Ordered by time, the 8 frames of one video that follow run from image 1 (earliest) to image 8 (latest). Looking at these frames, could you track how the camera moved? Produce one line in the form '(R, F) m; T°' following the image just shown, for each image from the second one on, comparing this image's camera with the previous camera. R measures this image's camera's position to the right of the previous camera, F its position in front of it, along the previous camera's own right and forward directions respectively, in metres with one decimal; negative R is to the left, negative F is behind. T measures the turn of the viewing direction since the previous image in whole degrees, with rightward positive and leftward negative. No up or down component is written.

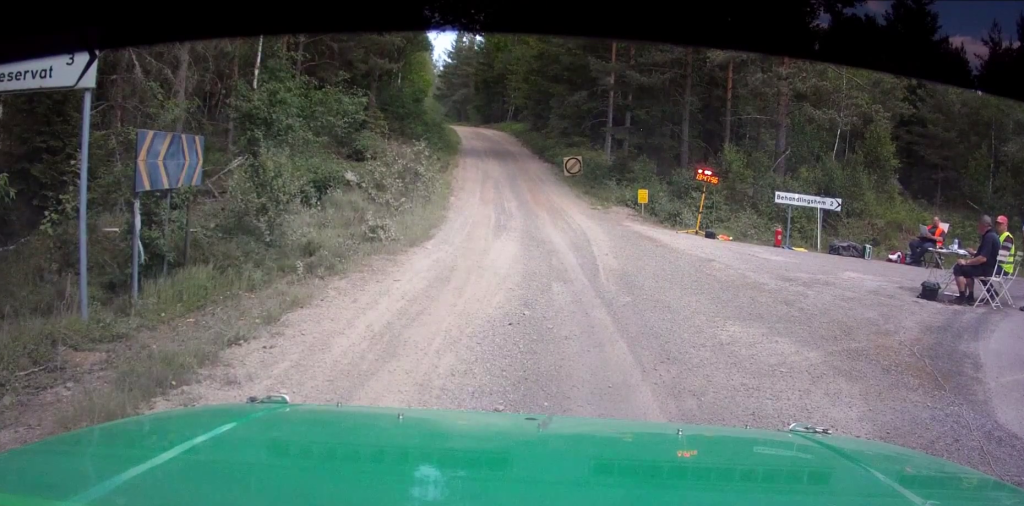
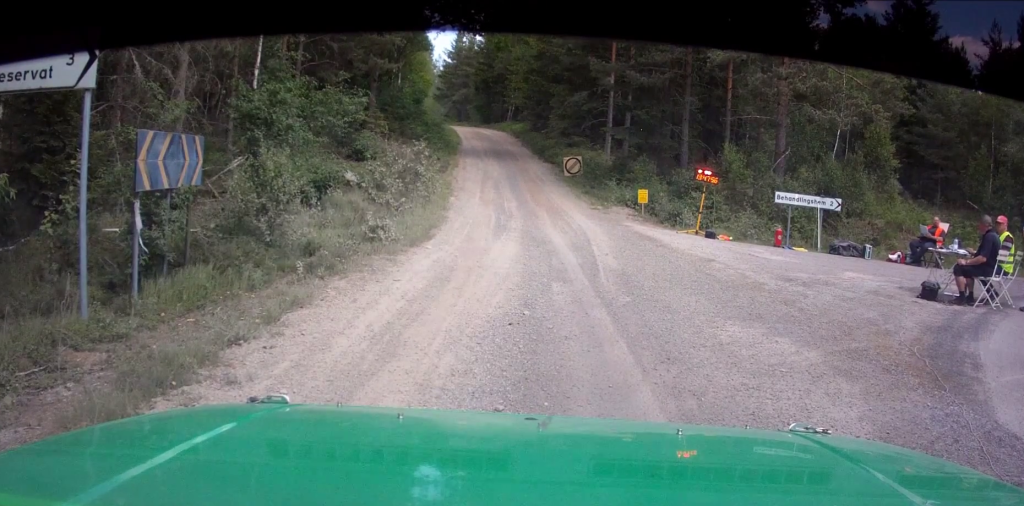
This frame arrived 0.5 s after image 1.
(-0.1, 0.0) m; 0°
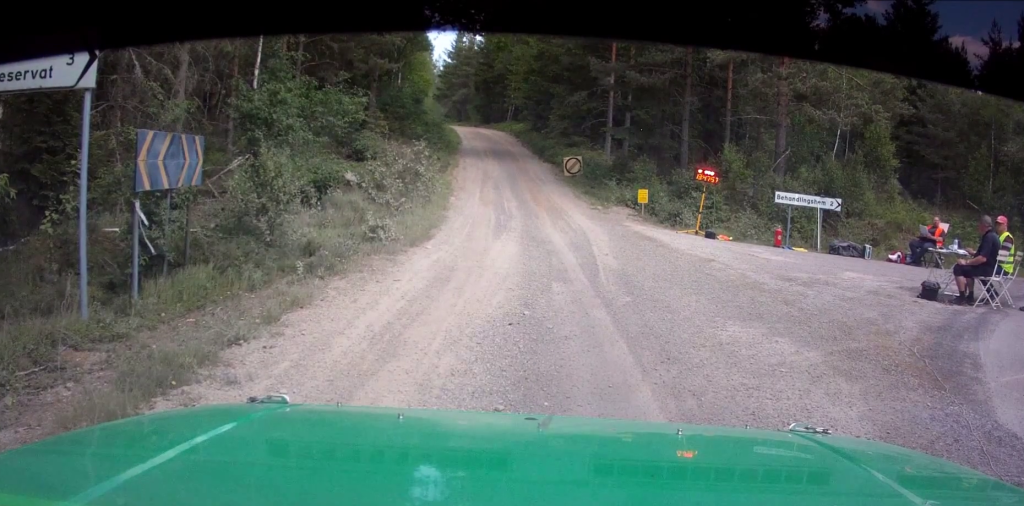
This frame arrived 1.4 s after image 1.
(-0.2, 0.0) m; 0°
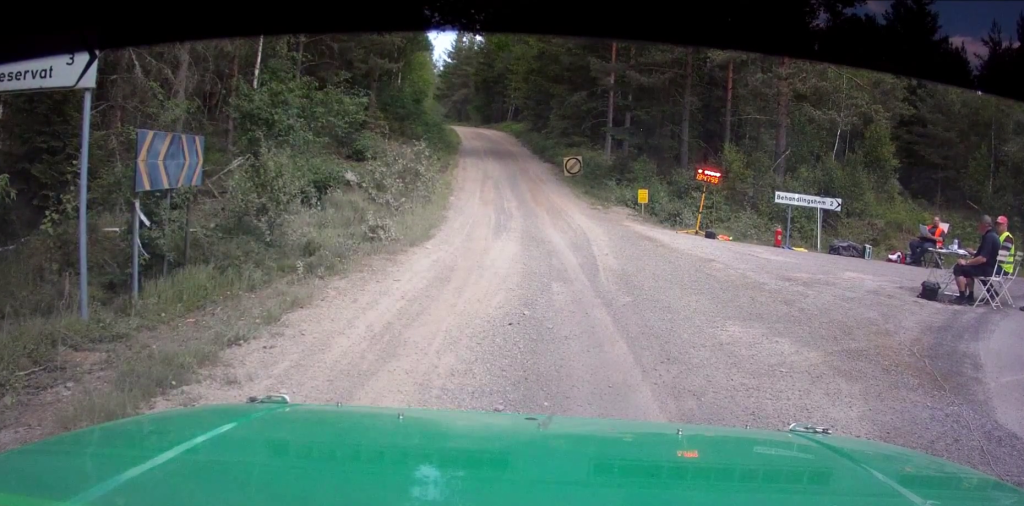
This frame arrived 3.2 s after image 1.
(-0.1, +0.4) m; 0°
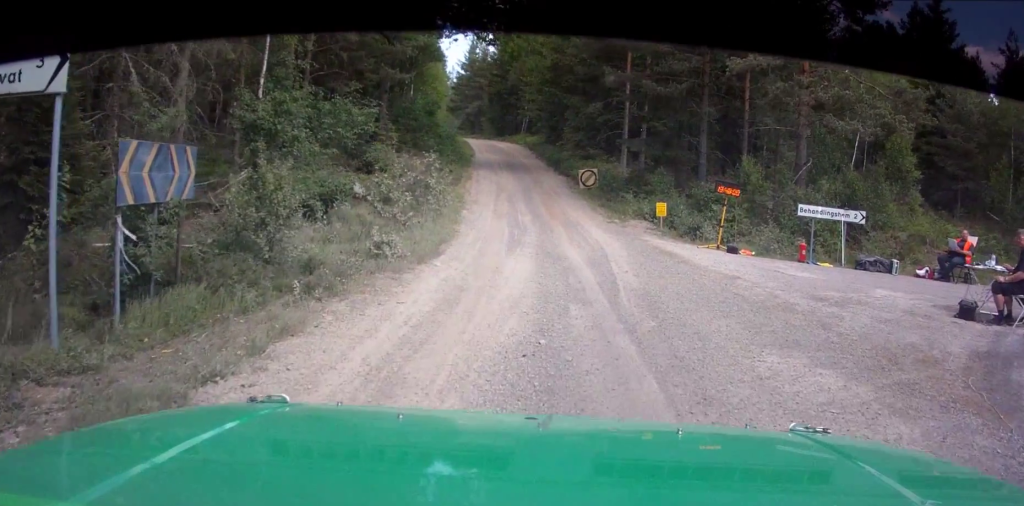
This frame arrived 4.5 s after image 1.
(-0.1, +3.2) m; +3°
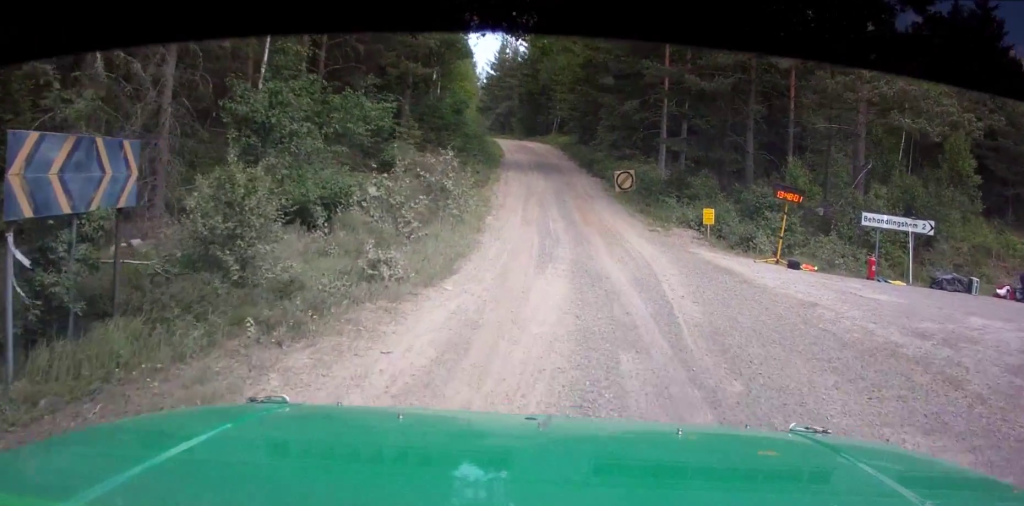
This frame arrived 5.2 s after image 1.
(+0.2, +4.0) m; +2°
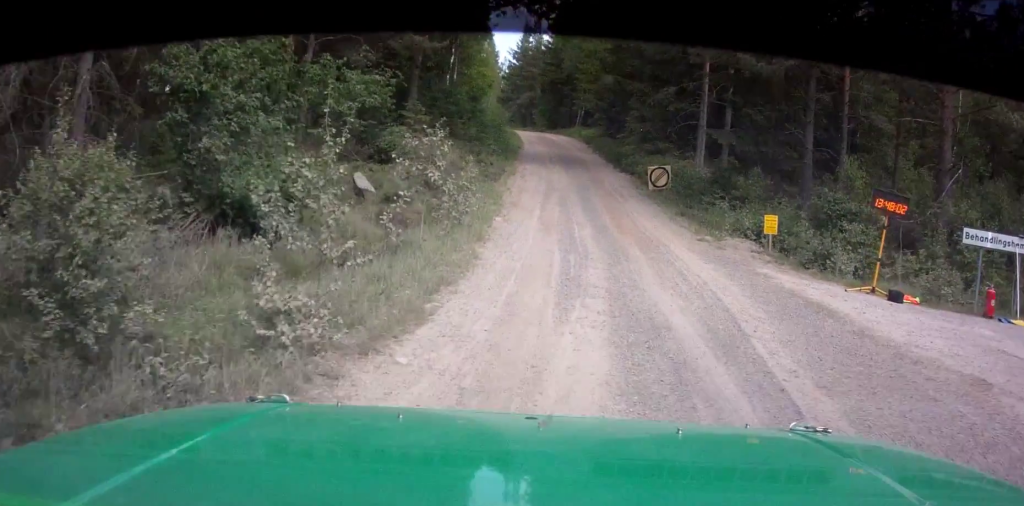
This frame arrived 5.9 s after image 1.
(+0.1, +4.9) m; 0°
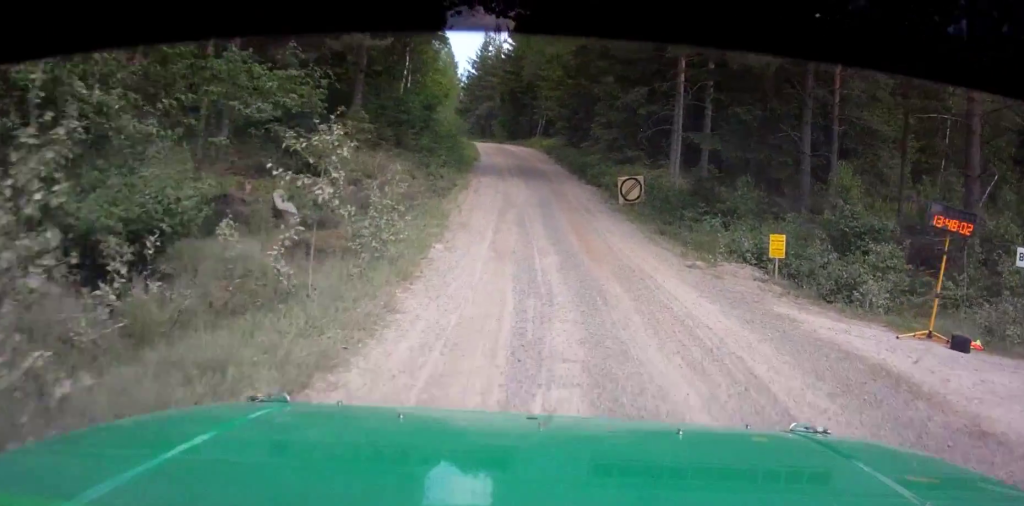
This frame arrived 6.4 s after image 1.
(0.0, +3.8) m; -1°
